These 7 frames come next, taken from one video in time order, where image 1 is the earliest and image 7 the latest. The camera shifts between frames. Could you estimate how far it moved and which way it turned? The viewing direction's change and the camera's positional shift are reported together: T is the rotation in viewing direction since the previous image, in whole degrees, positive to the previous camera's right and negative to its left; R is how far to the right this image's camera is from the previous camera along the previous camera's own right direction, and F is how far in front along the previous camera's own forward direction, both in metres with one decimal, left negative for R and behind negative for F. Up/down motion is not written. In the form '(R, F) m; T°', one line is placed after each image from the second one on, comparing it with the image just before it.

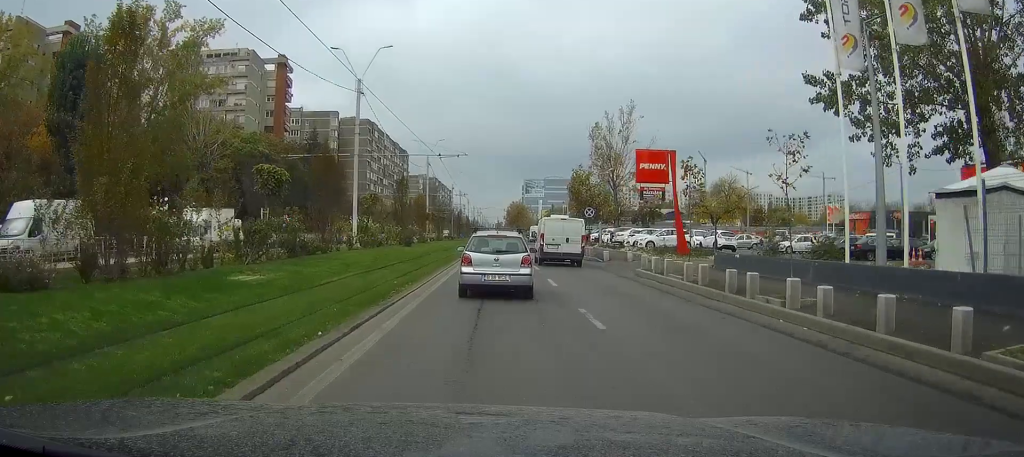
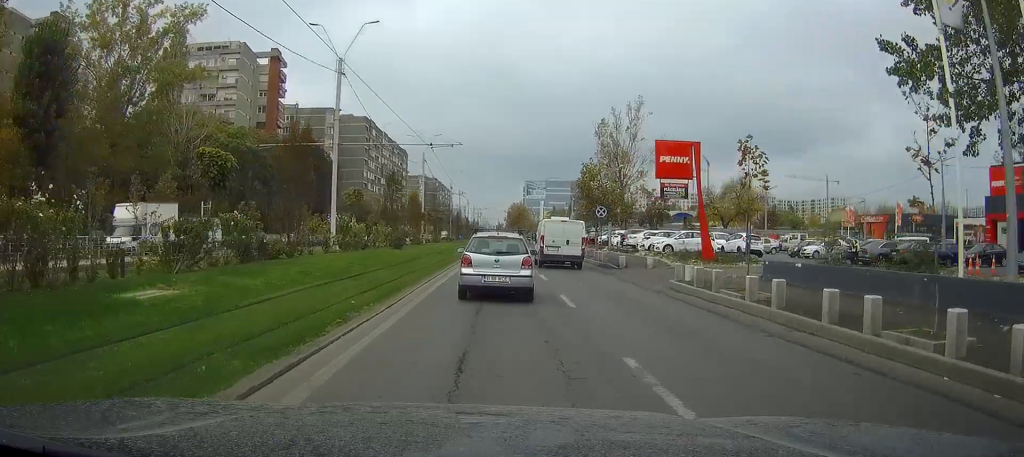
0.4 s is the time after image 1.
(0.0, +5.2) m; 0°
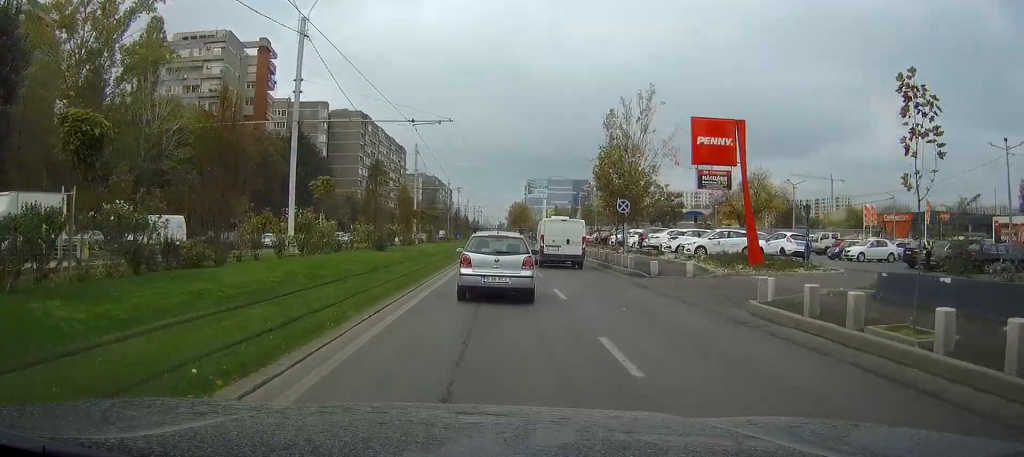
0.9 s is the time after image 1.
(-0.1, +7.1) m; 0°
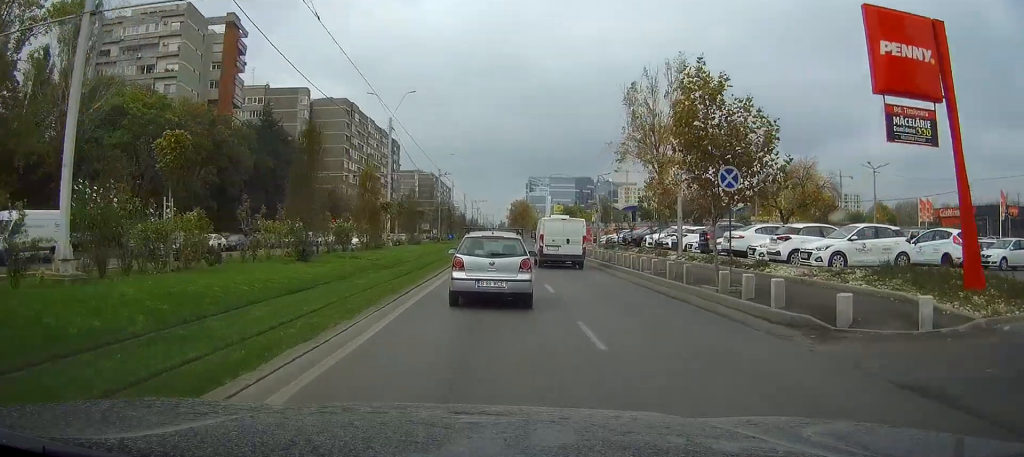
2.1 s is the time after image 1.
(0.0, +15.5) m; 0°
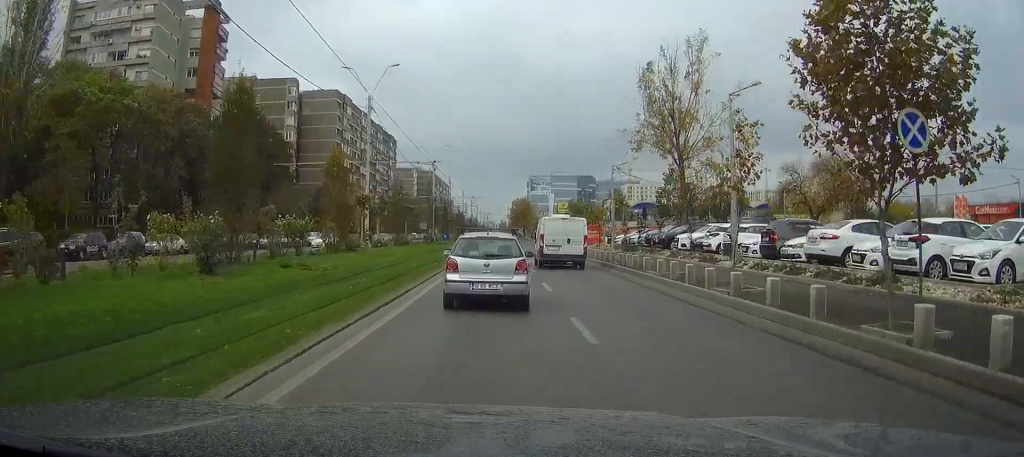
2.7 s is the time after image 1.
(0.0, +8.4) m; 0°
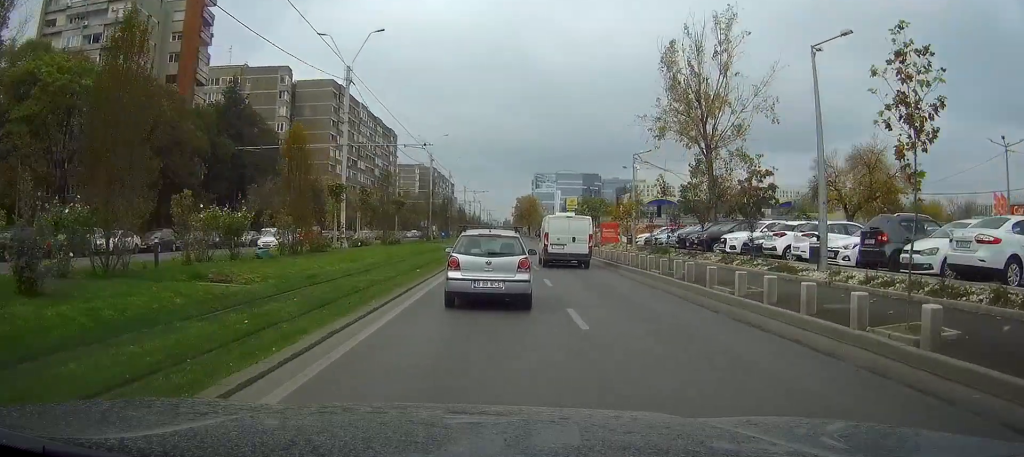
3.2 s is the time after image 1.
(0.0, +7.5) m; 0°
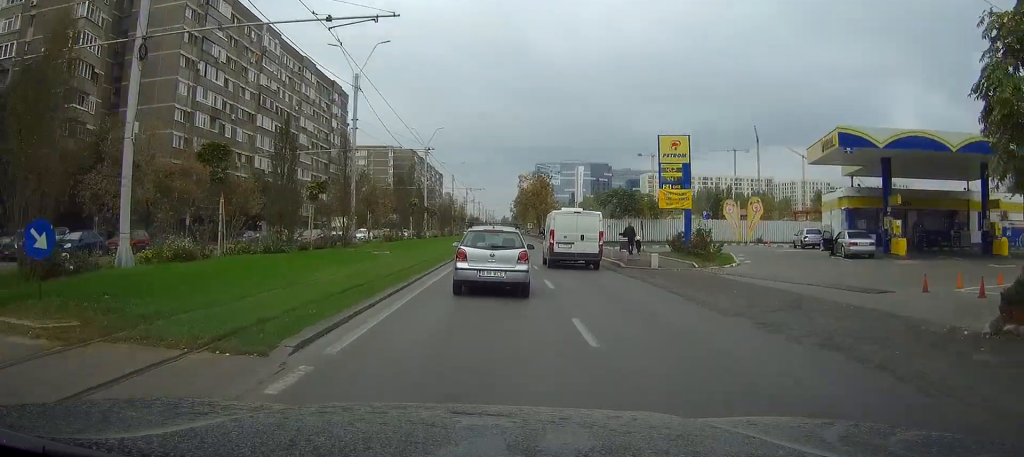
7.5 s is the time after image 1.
(-0.3, +63.5) m; 0°
